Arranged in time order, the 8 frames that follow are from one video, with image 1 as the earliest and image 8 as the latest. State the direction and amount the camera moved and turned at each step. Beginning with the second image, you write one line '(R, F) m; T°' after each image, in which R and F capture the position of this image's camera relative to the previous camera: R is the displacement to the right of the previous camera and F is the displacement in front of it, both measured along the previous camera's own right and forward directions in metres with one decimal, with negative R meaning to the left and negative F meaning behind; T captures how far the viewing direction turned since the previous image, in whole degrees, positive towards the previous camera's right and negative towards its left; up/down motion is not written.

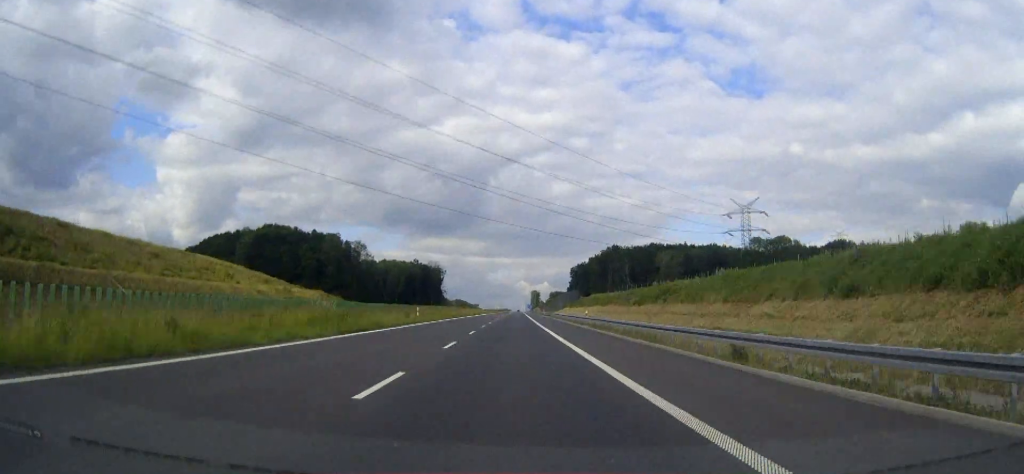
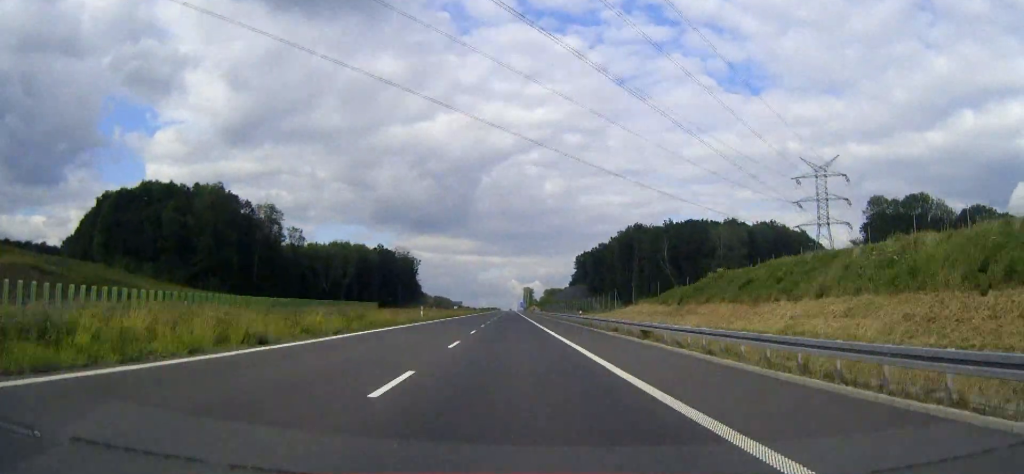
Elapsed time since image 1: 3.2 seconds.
(+0.8, +95.9) m; +1°
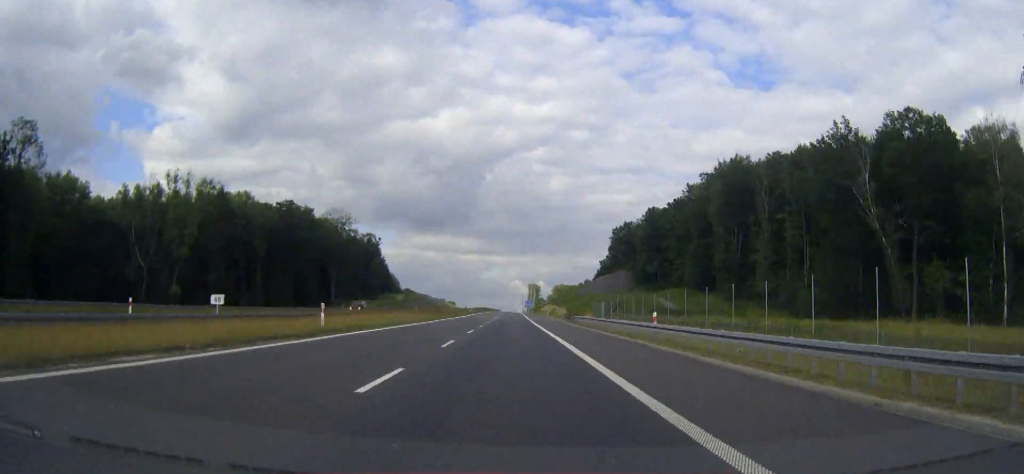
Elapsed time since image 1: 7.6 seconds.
(+0.3, +131.4) m; 0°
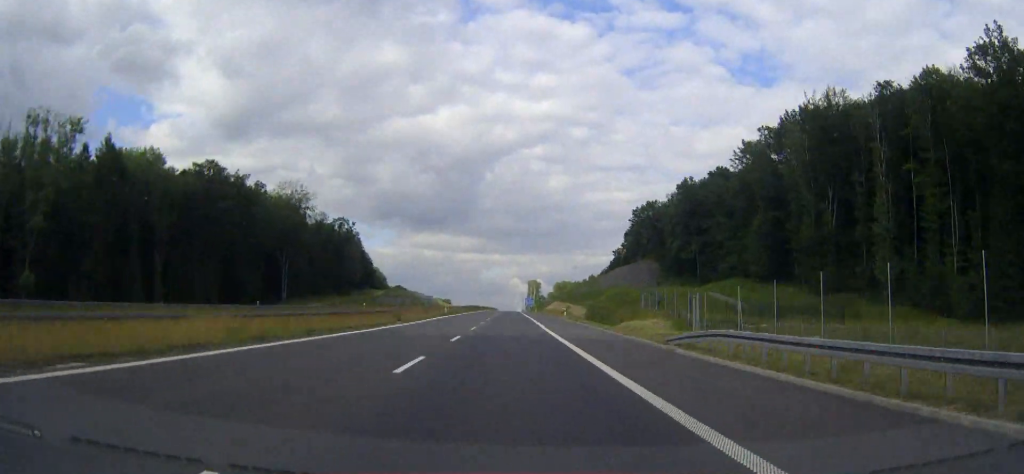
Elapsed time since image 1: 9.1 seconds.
(-0.1, +44.7) m; 0°
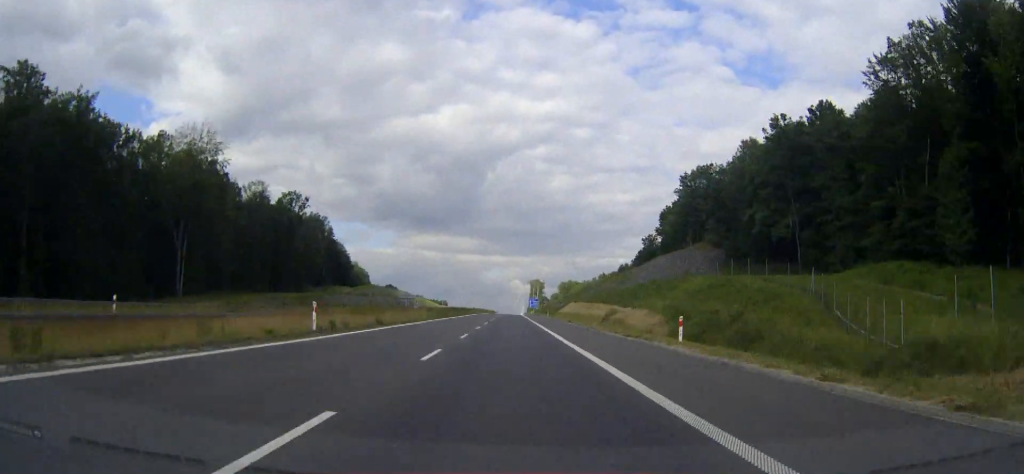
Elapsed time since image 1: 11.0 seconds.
(-0.1, +56.5) m; 0°
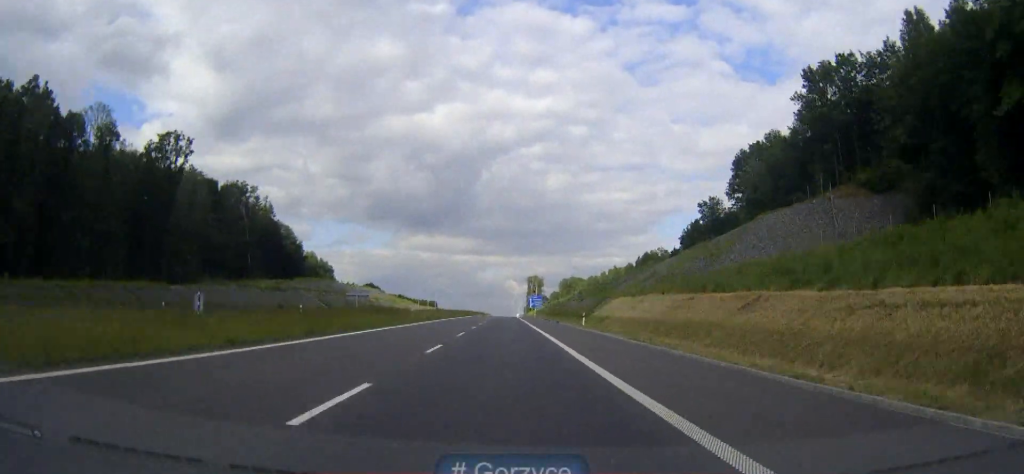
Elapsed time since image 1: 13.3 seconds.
(0.0, +68.4) m; 0°
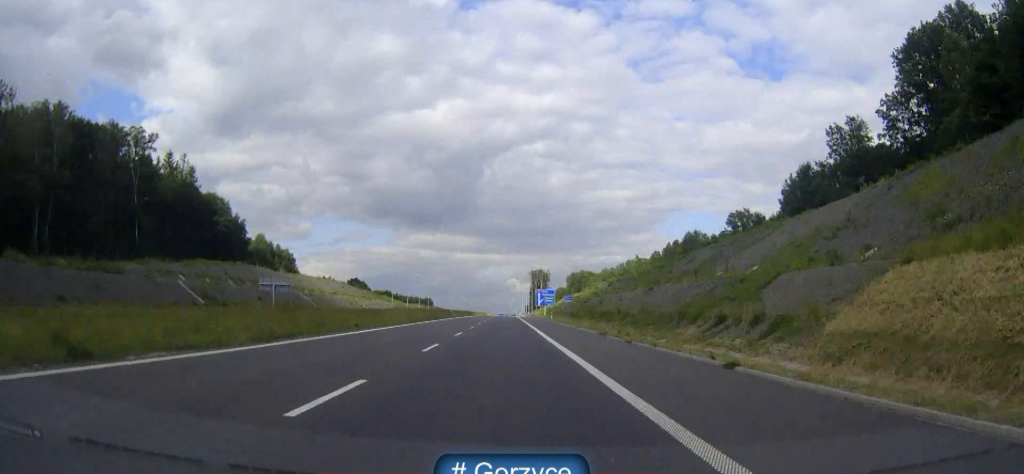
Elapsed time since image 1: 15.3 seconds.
(0.0, +59.6) m; 0°
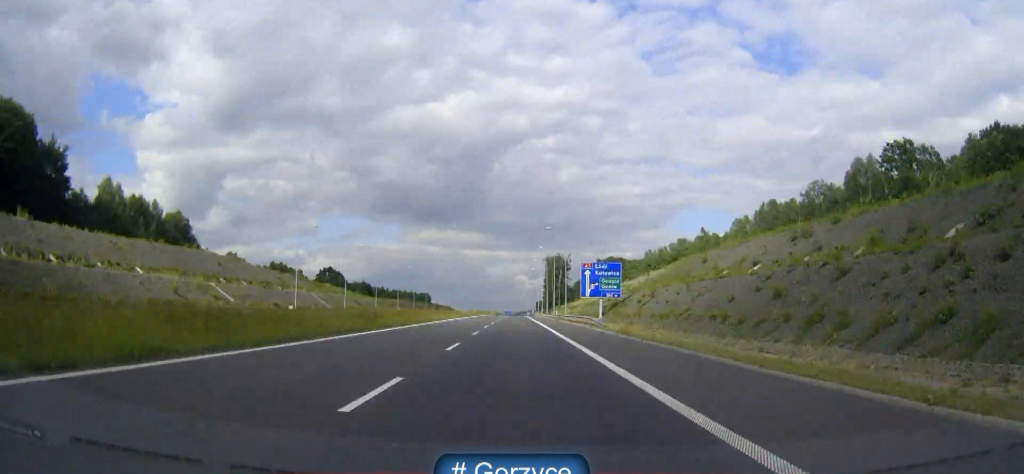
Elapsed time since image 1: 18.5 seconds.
(-0.1, +96.0) m; 0°
